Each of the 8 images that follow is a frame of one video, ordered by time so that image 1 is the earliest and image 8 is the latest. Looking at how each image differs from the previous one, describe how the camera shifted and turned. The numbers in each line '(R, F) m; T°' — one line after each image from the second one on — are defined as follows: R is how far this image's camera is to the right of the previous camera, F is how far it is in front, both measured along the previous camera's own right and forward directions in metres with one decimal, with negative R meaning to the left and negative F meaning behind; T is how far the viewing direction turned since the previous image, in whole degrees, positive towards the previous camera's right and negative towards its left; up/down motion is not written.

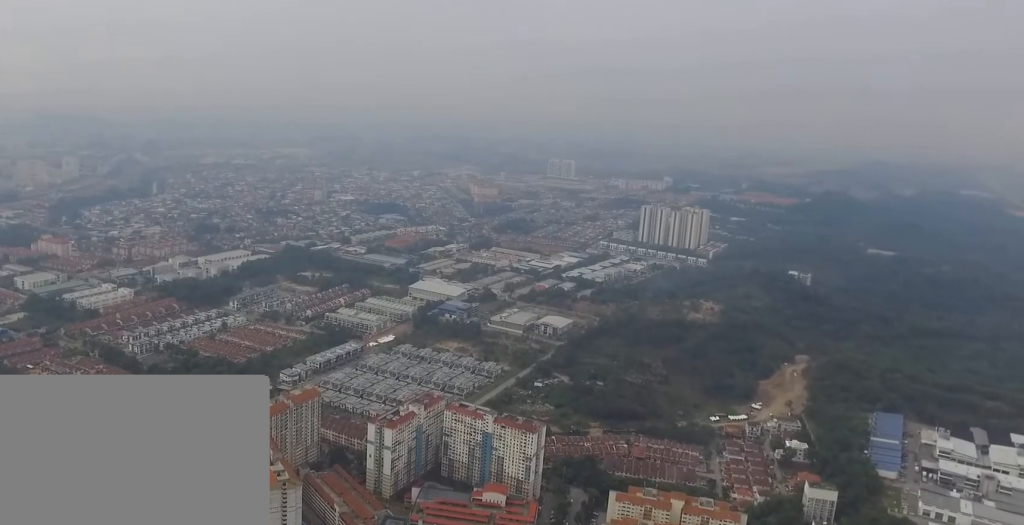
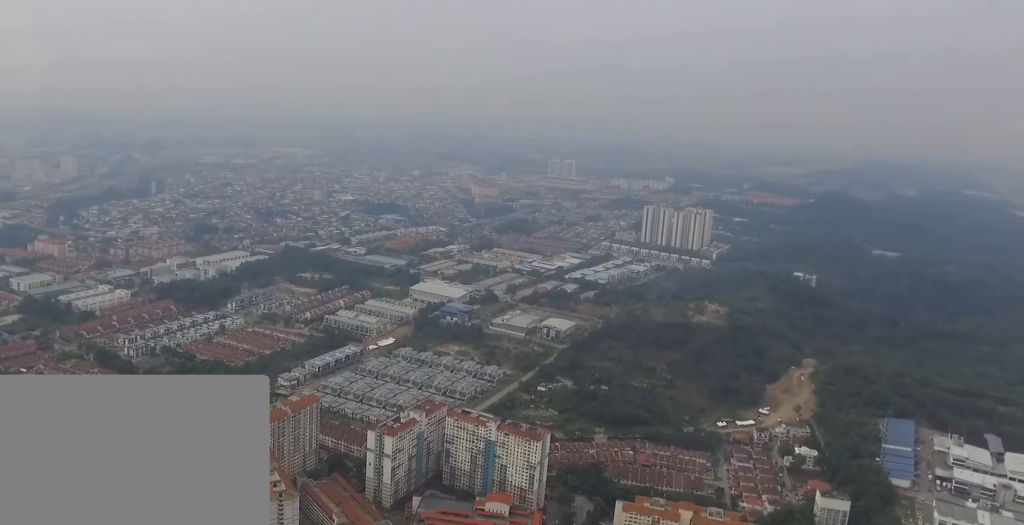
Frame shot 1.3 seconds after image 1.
(0.0, +16.6) m; 0°
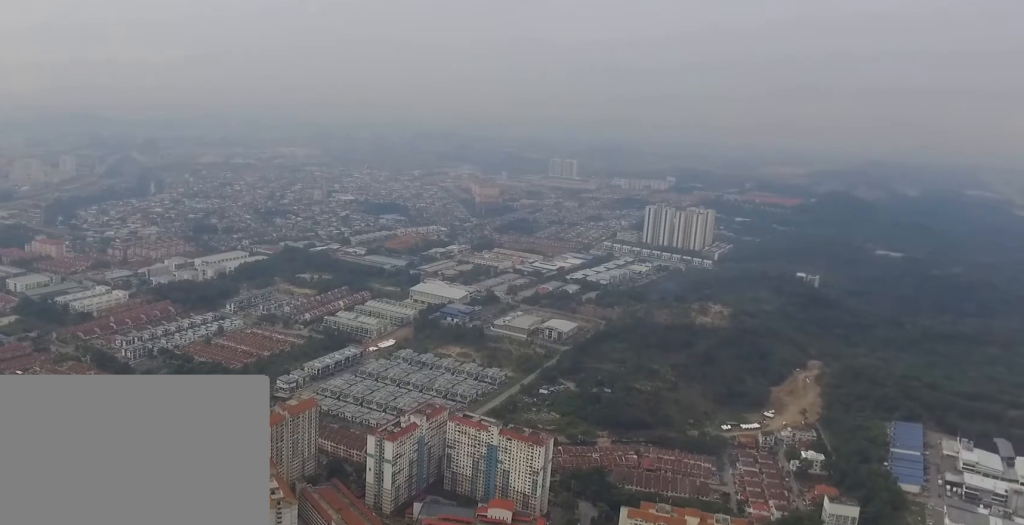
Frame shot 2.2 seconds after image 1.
(0.0, +11.6) m; 0°
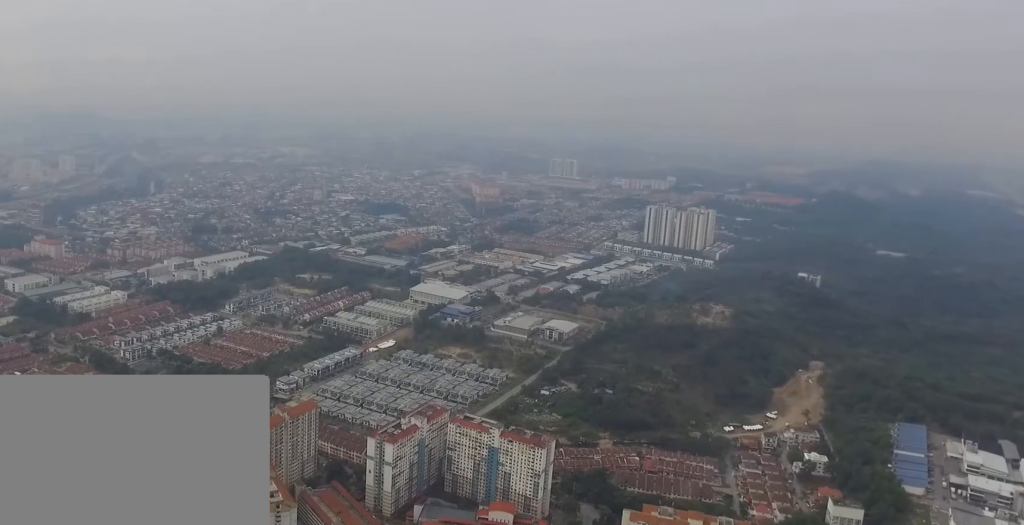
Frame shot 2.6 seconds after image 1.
(0.0, +5.1) m; 0°
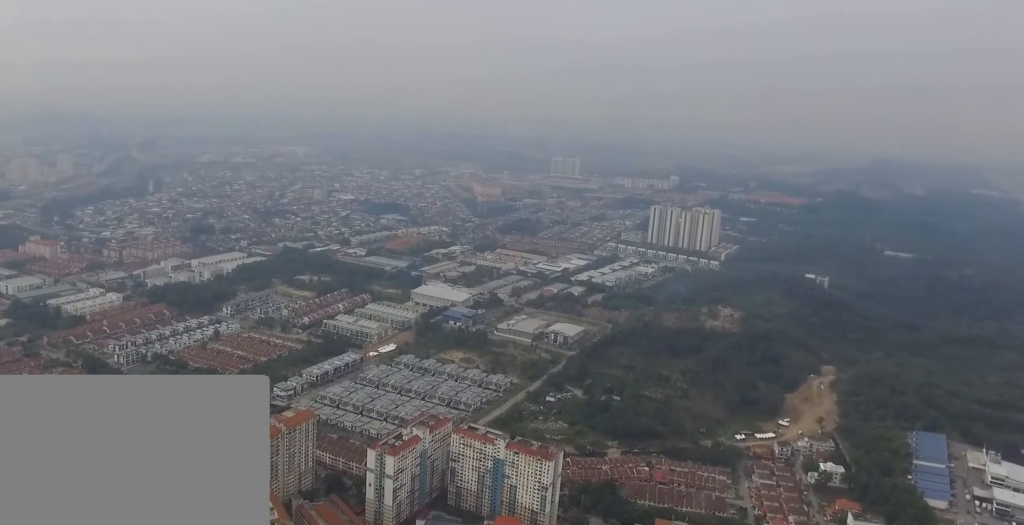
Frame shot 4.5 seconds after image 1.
(-0.1, +23.6) m; -1°
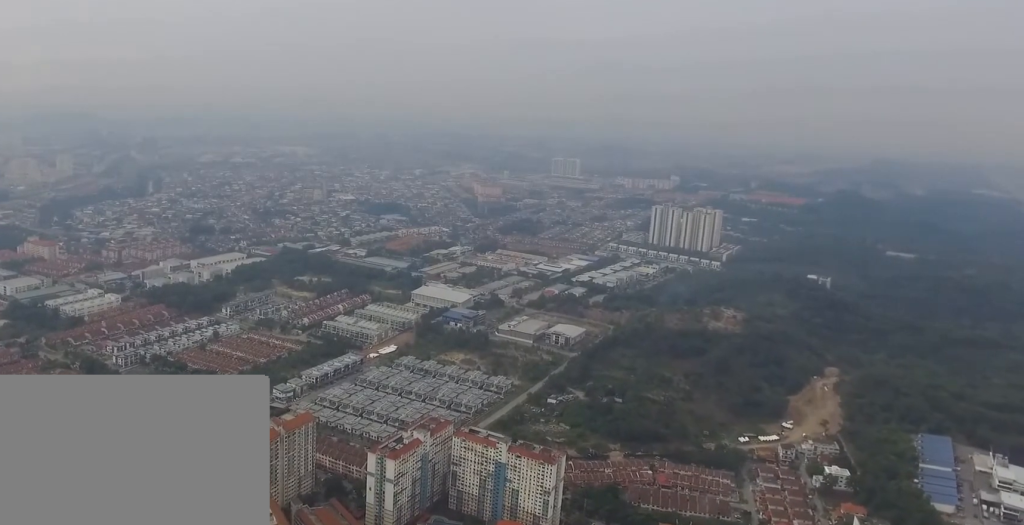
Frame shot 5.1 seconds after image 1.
(0.0, +7.0) m; 0°
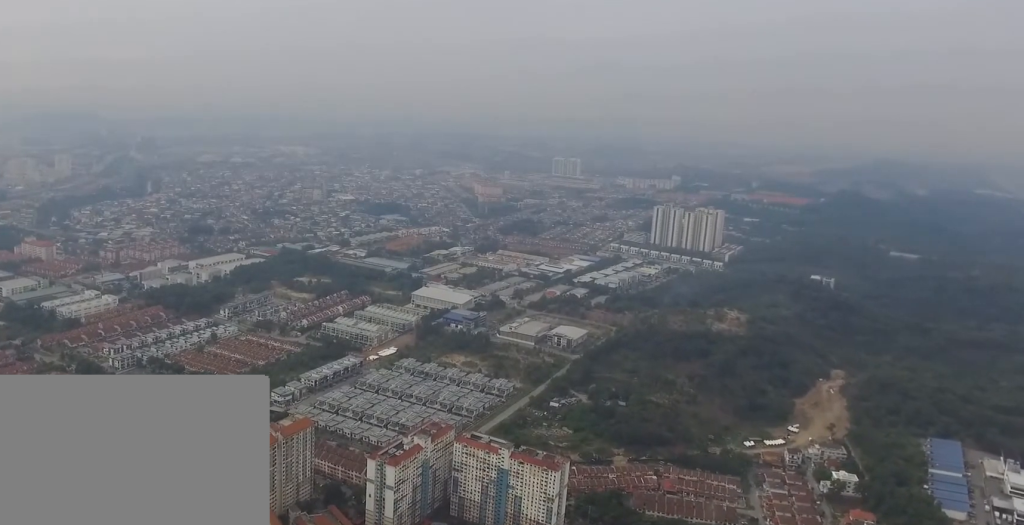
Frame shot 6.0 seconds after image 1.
(0.0, +11.0) m; 0°
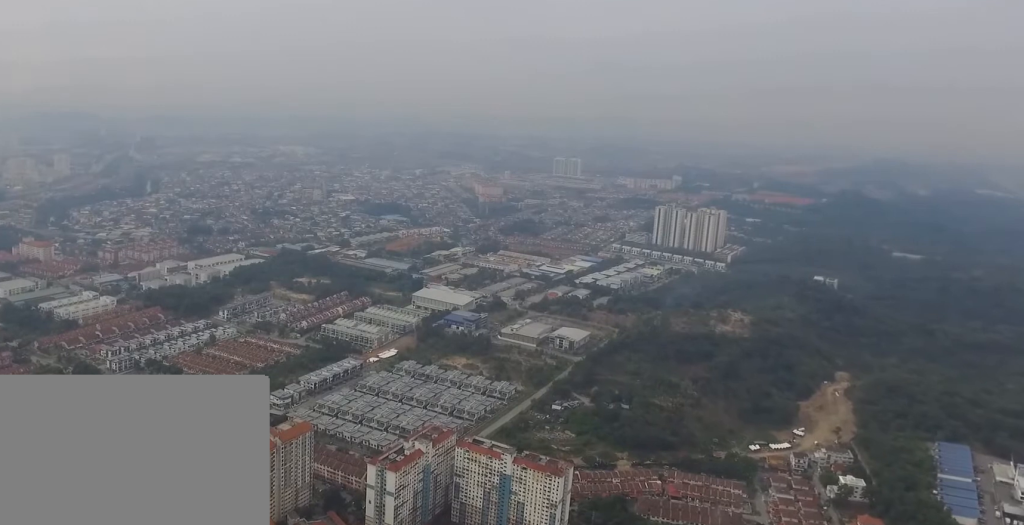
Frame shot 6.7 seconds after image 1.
(0.0, +9.4) m; 0°
